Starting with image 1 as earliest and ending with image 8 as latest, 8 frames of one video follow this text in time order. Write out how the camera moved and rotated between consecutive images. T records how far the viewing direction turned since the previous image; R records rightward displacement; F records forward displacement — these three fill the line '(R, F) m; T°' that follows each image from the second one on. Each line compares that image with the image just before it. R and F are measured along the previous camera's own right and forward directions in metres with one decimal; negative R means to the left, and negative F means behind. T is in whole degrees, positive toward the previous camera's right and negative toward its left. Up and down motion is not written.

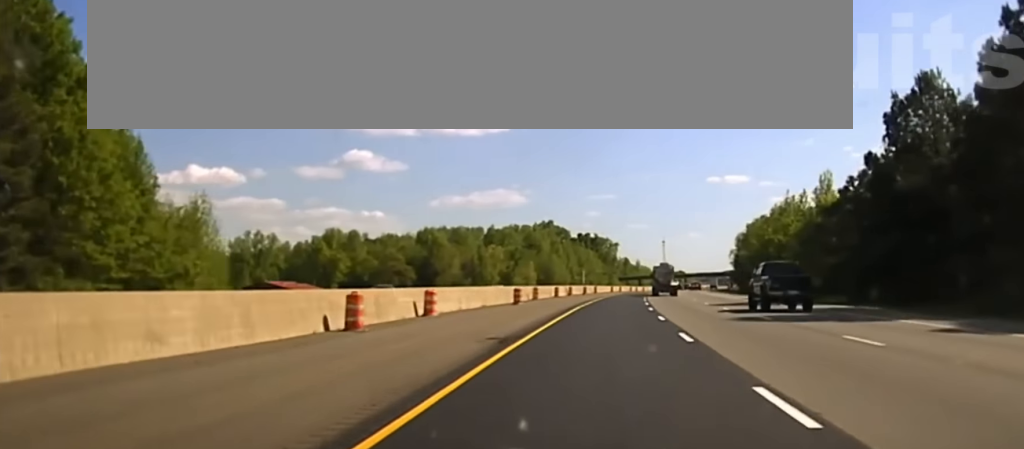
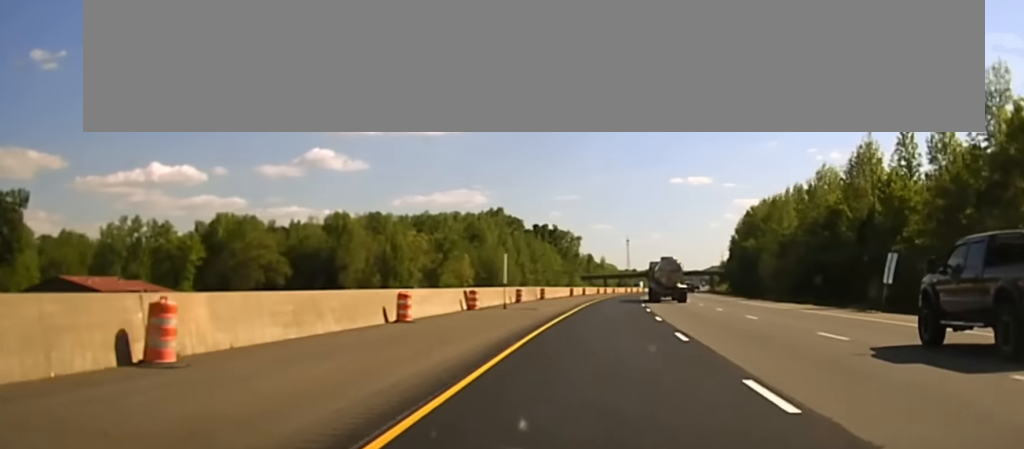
(+0.5, +69.5) m; +1°
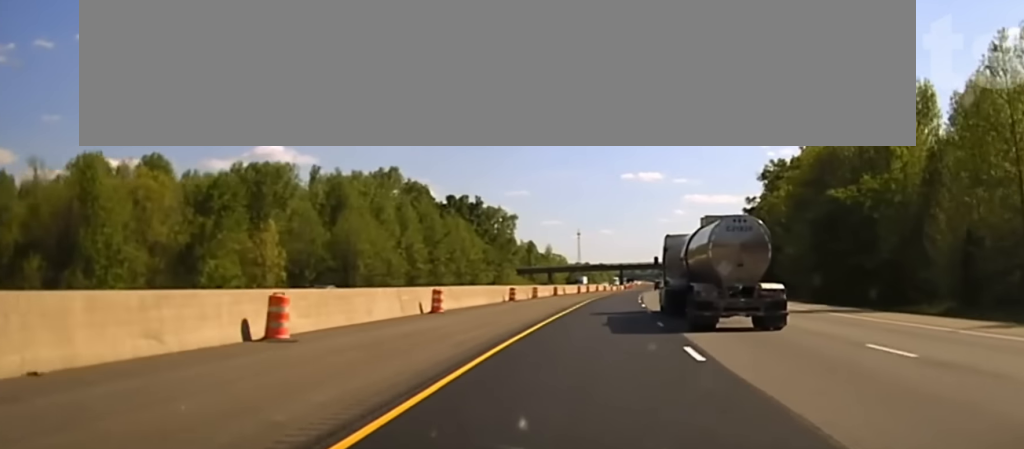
(+3.2, +94.8) m; +3°
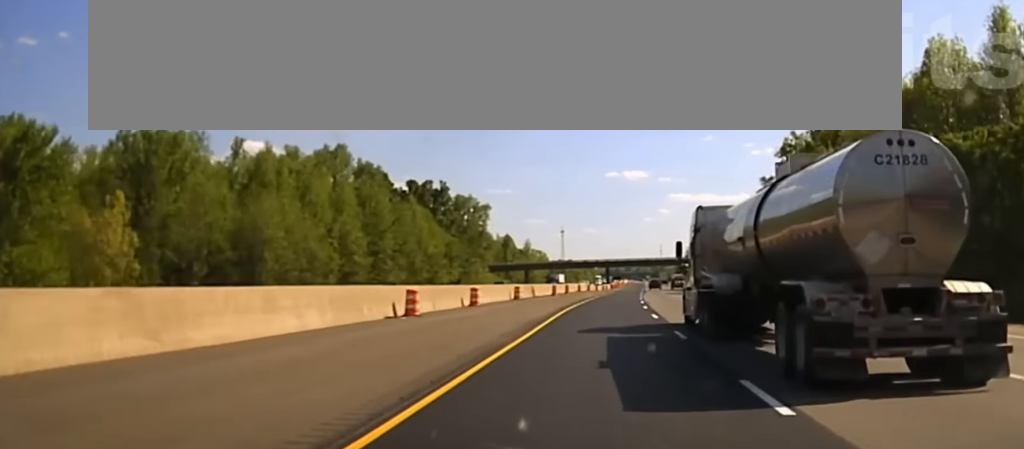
(+0.2, +28.9) m; +1°
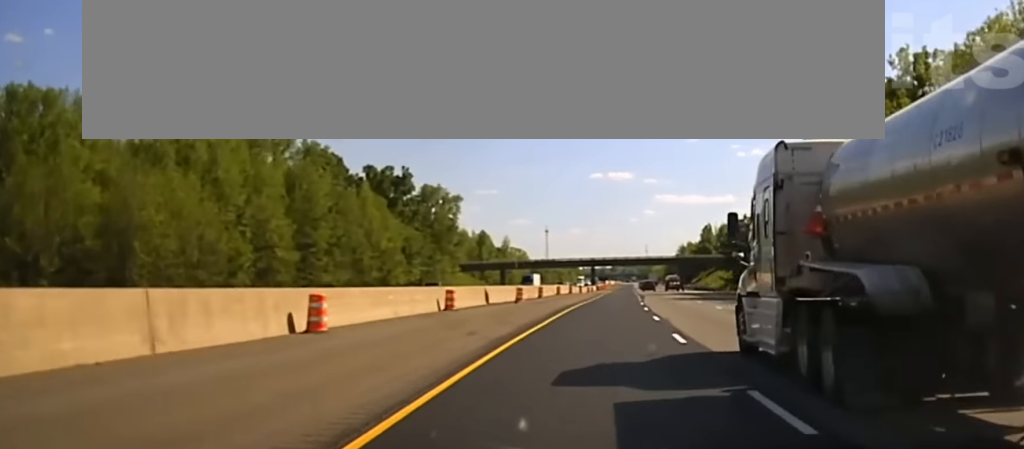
(+0.1, +22.1) m; 0°
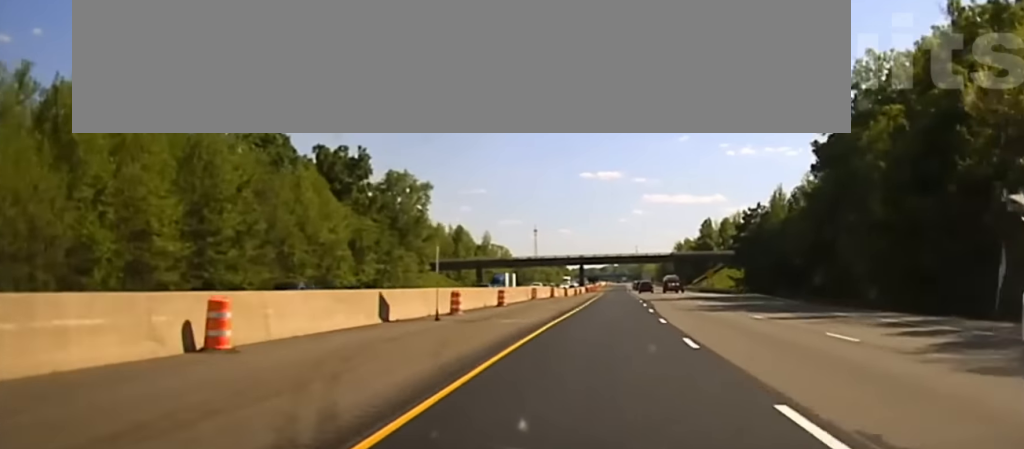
(+0.1, +24.0) m; 0°
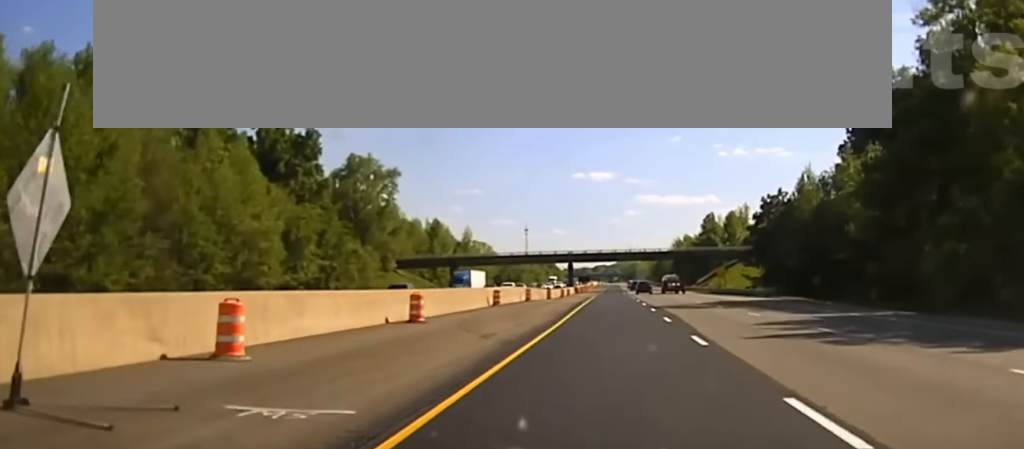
(0.0, +22.3) m; 0°
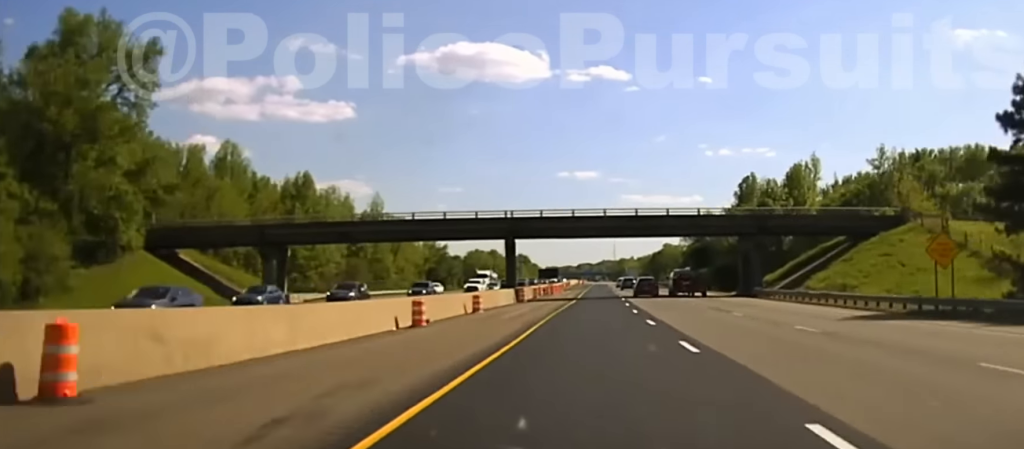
(+0.1, +81.7) m; 0°
